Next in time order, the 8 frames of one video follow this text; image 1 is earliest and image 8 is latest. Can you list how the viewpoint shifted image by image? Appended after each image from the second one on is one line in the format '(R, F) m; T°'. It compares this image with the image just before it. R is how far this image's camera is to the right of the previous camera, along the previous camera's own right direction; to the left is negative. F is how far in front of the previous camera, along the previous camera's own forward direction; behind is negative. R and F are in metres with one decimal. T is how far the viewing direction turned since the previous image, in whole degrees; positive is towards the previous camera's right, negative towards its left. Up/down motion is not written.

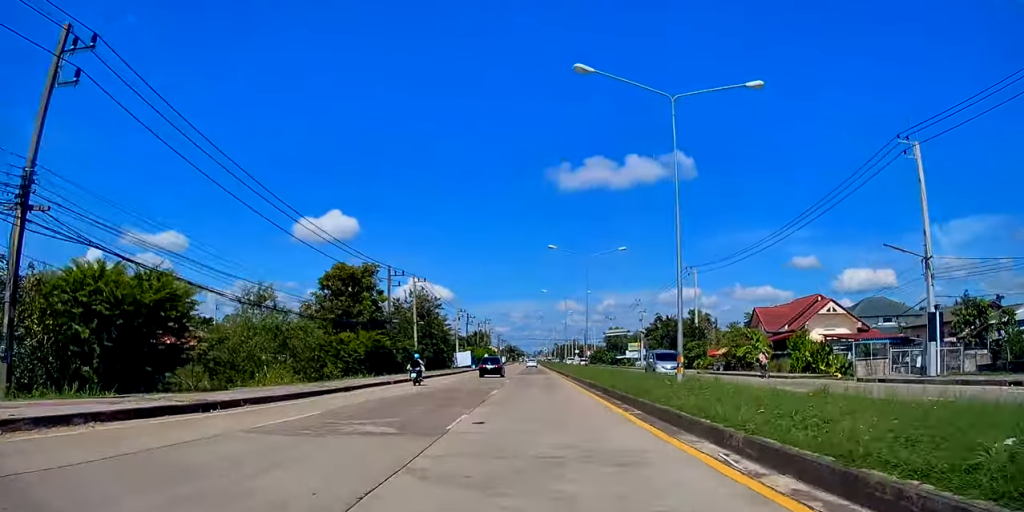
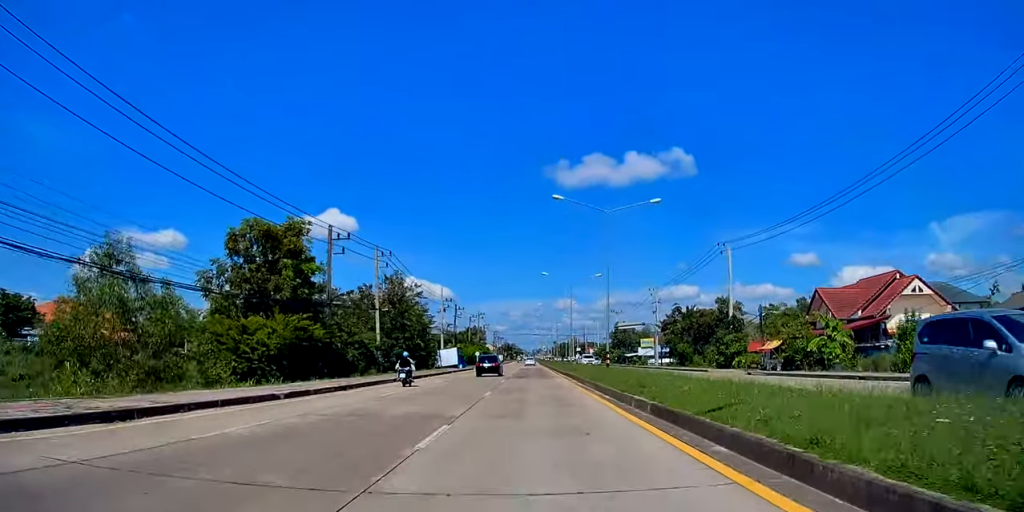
(+0.4, +15.0) m; 0°
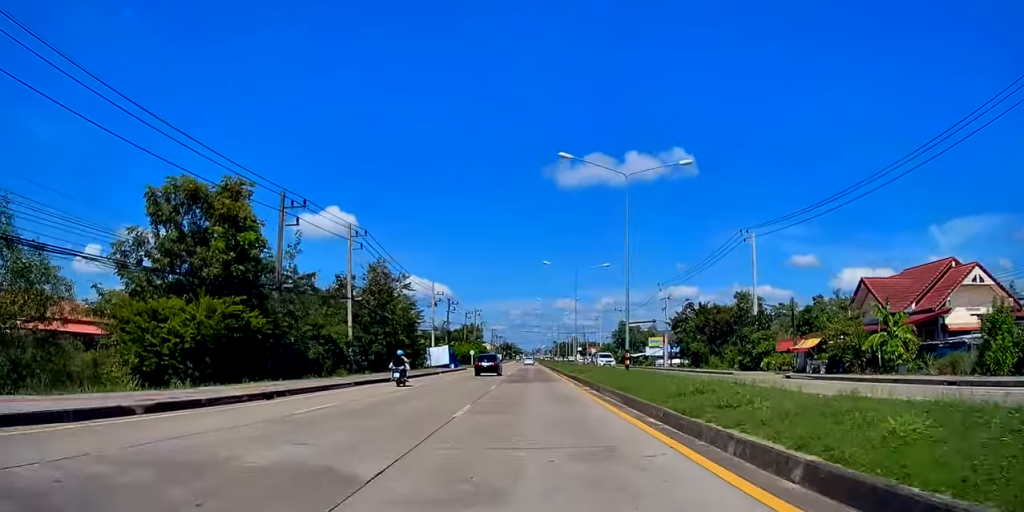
(-0.2, +7.4) m; 0°
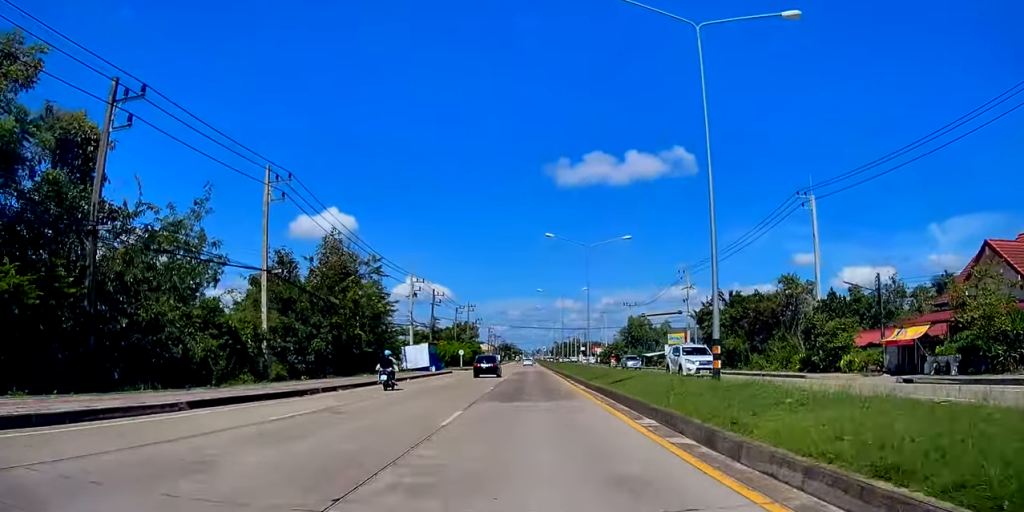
(0.0, +13.4) m; +2°
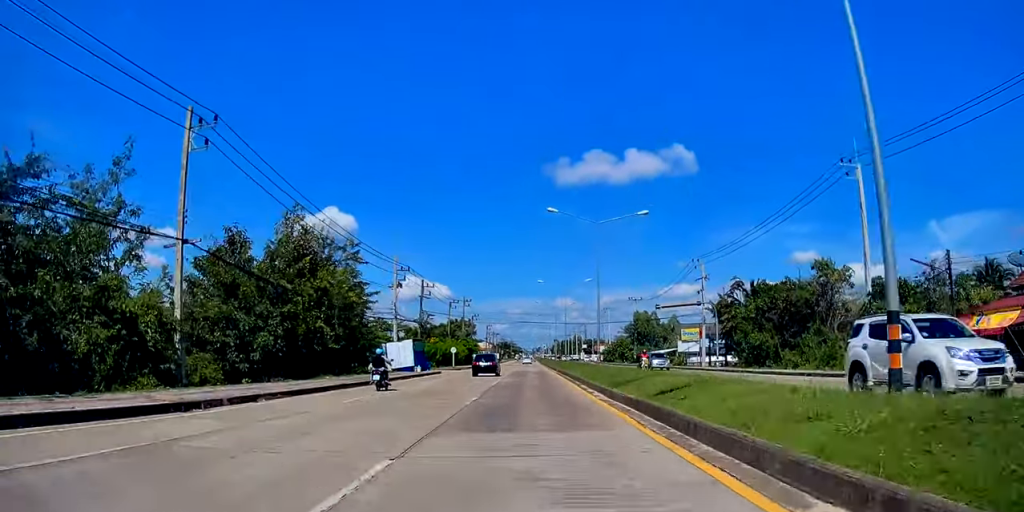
(+0.2, +7.6) m; +1°
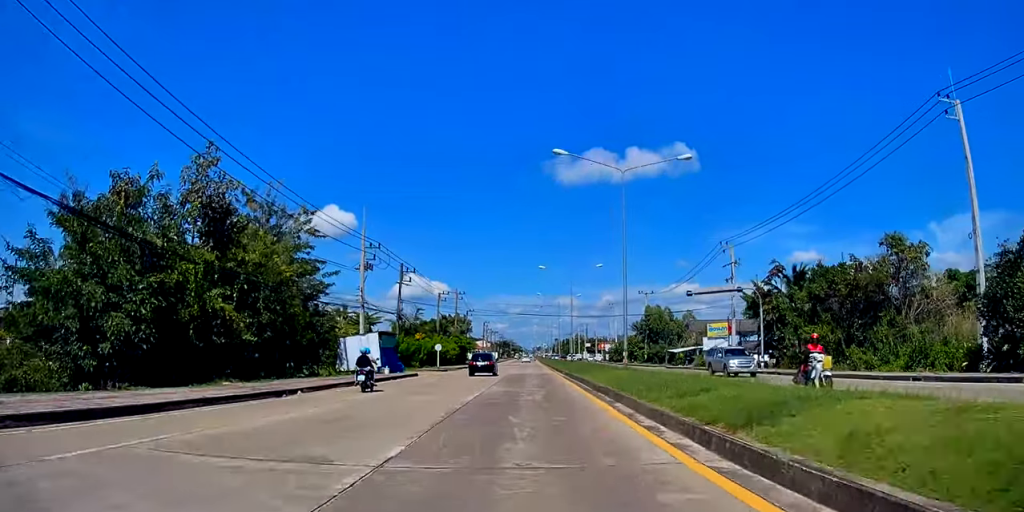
(+0.1, +10.9) m; -4°
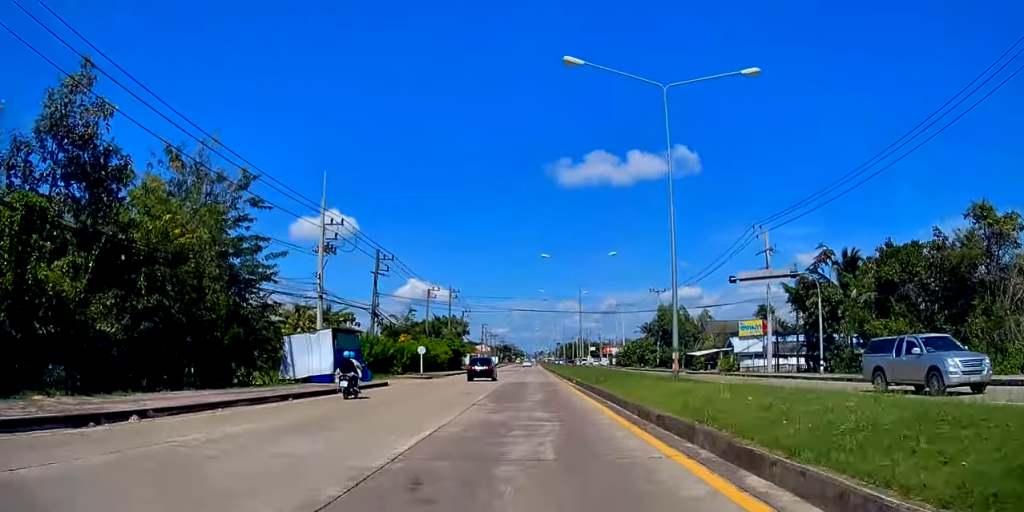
(-0.8, +9.3) m; 0°
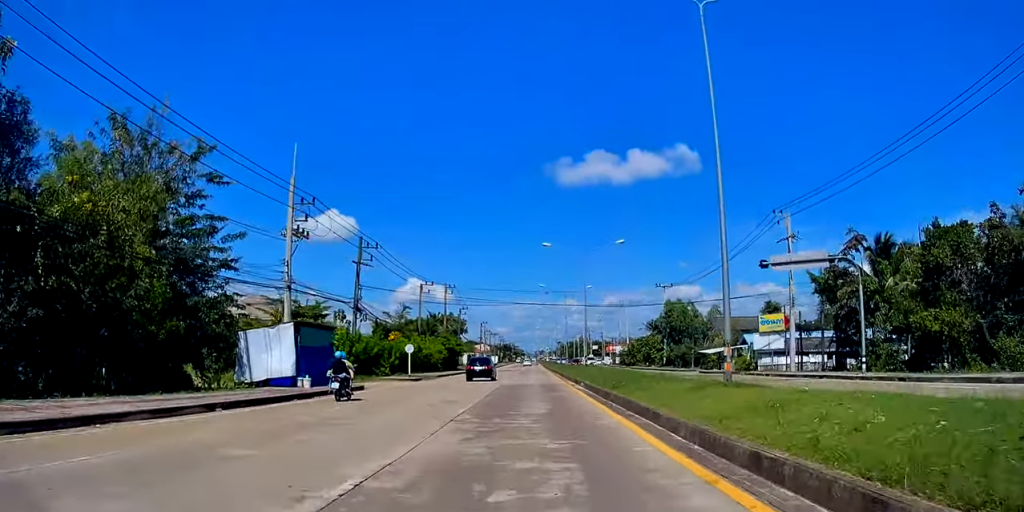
(0.0, +5.1) m; 0°
